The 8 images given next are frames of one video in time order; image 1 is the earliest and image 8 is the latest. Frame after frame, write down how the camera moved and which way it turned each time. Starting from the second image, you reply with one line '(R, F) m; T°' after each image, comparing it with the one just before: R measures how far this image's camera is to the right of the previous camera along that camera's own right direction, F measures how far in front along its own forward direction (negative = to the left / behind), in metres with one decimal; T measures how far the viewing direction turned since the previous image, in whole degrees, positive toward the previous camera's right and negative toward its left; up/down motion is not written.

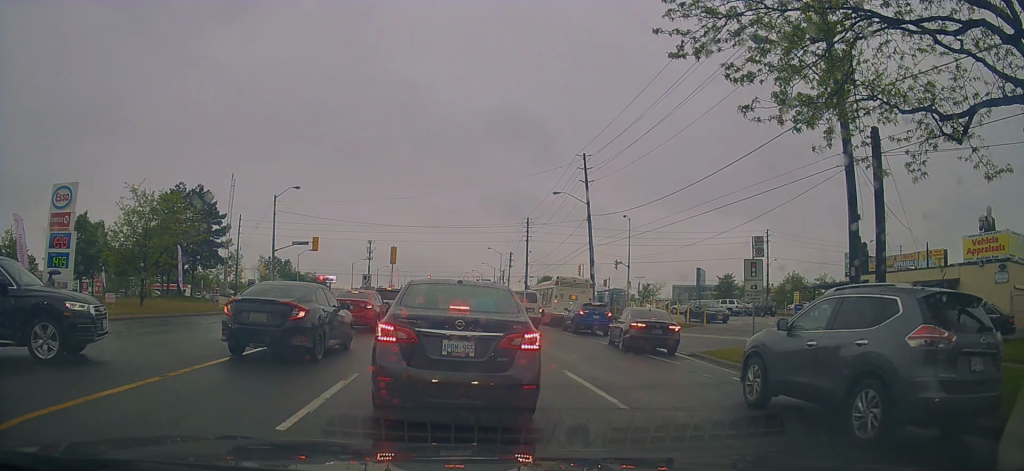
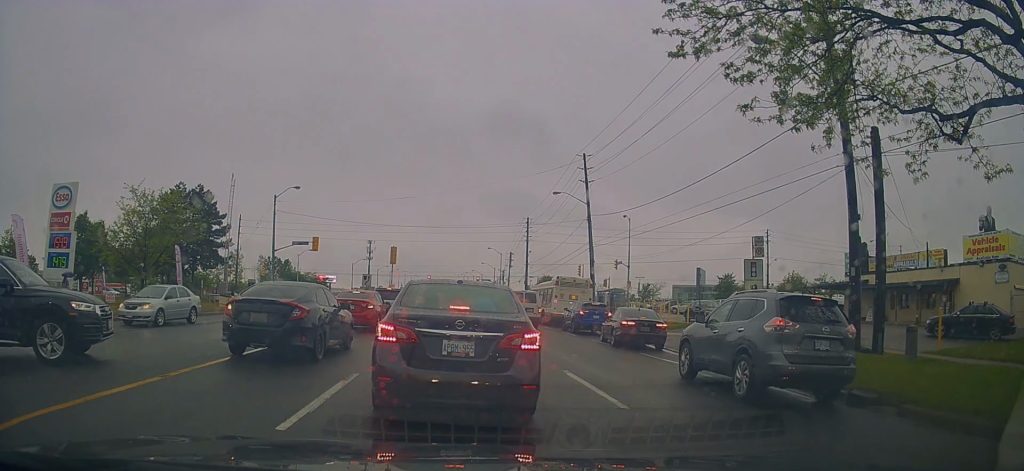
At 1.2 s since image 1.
(0.0, 0.0) m; 0°
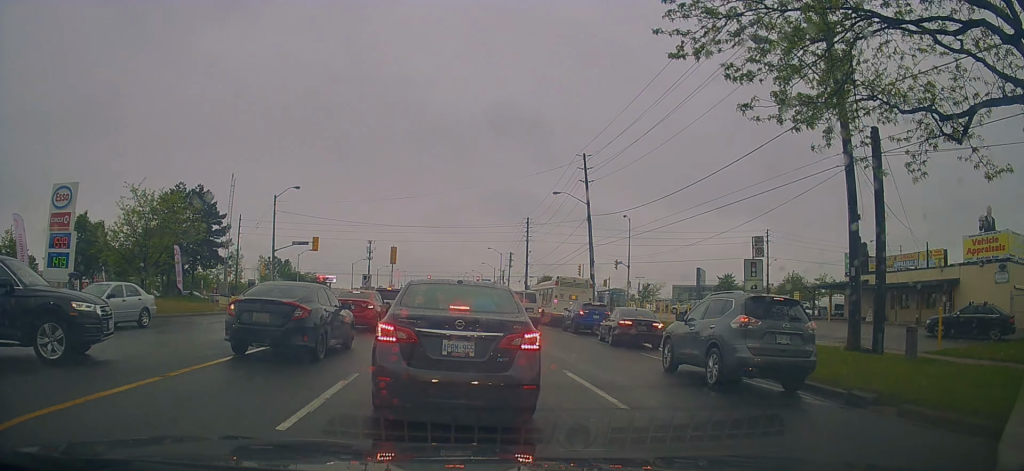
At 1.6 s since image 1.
(0.0, 0.0) m; 0°
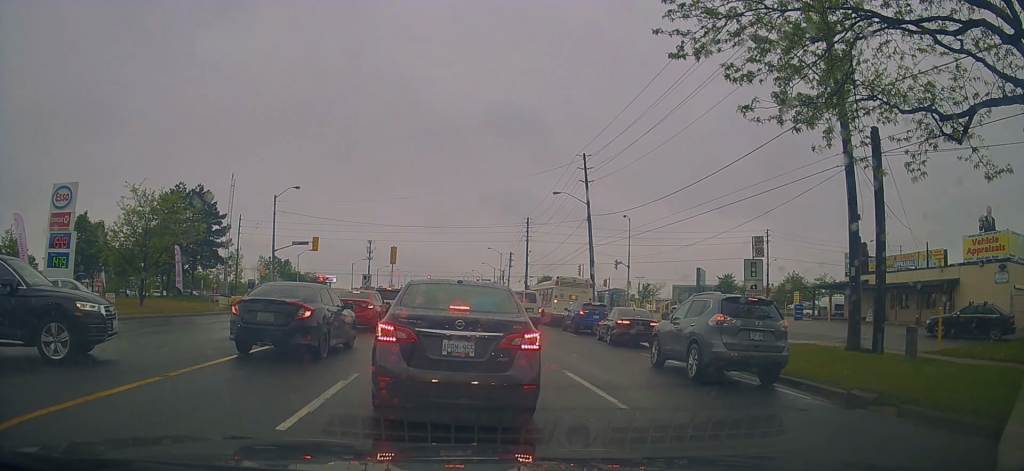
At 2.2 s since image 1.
(0.0, 0.0) m; 0°
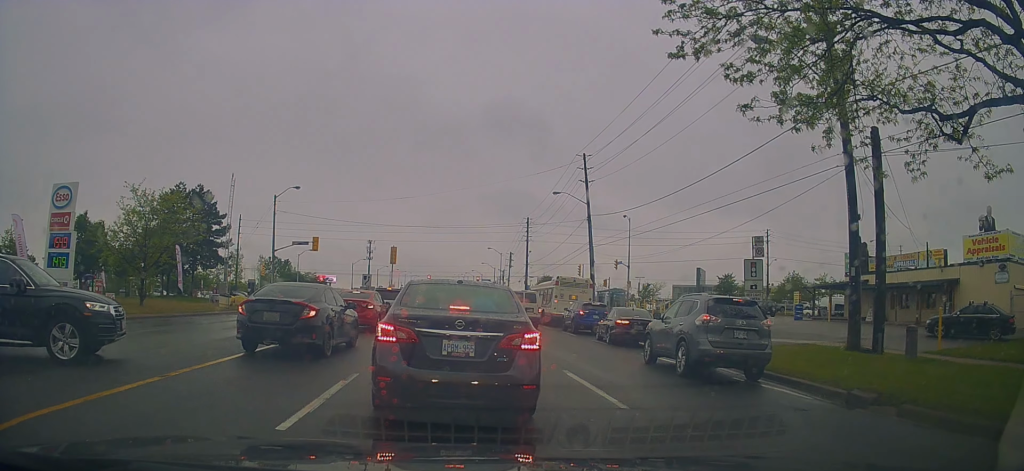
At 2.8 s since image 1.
(0.0, 0.0) m; 0°
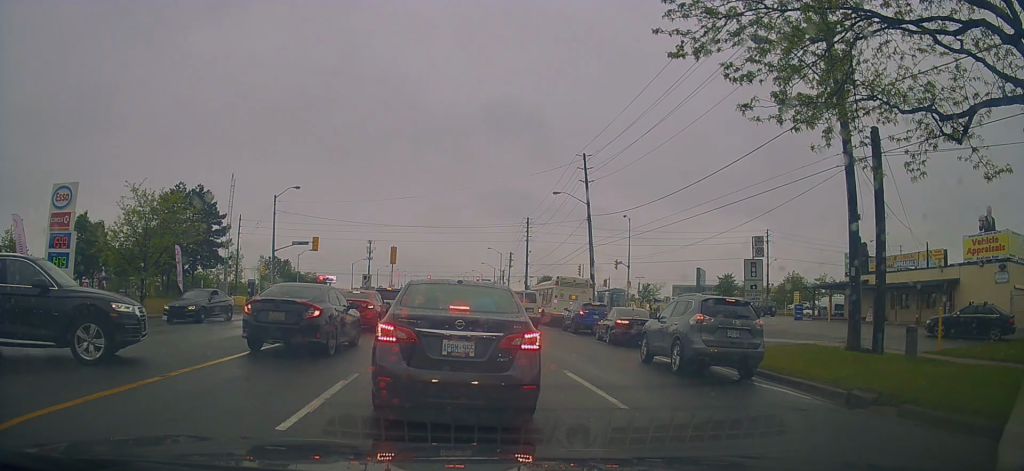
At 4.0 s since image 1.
(0.0, 0.0) m; 0°
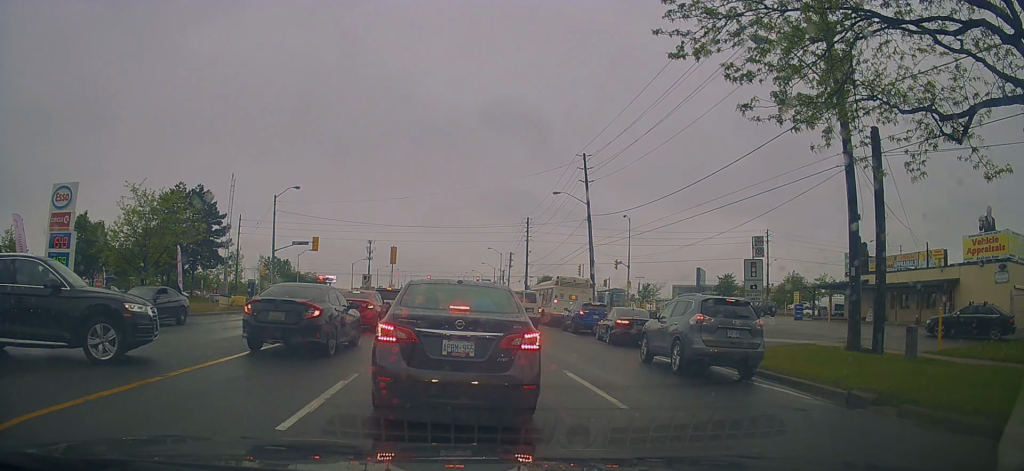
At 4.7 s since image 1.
(0.0, 0.0) m; 0°
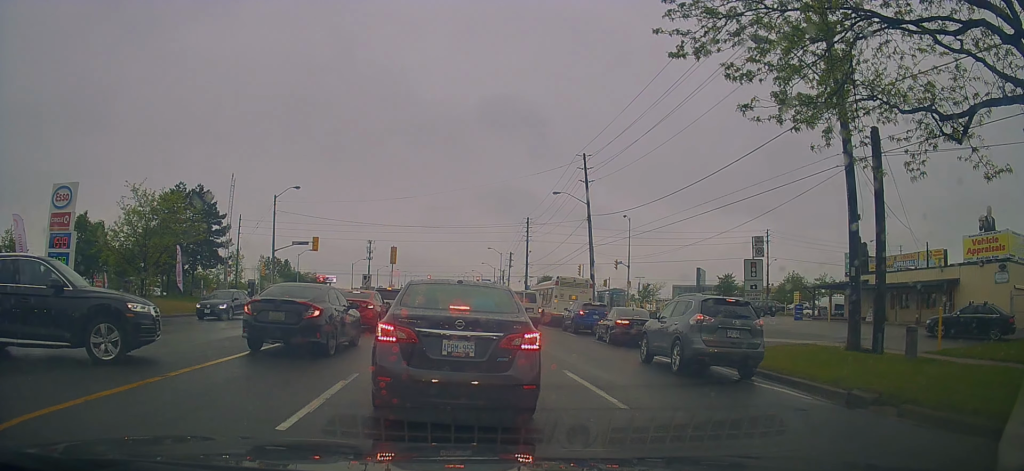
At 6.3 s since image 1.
(0.0, 0.0) m; 0°
